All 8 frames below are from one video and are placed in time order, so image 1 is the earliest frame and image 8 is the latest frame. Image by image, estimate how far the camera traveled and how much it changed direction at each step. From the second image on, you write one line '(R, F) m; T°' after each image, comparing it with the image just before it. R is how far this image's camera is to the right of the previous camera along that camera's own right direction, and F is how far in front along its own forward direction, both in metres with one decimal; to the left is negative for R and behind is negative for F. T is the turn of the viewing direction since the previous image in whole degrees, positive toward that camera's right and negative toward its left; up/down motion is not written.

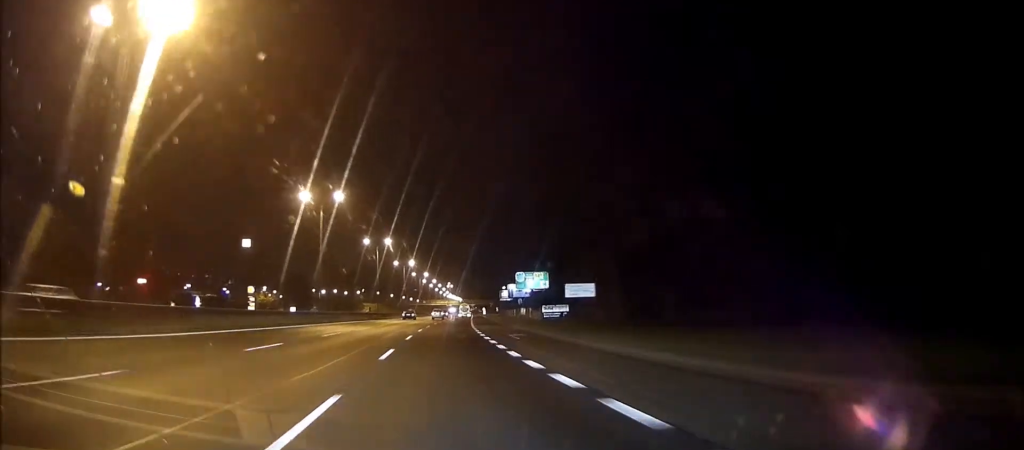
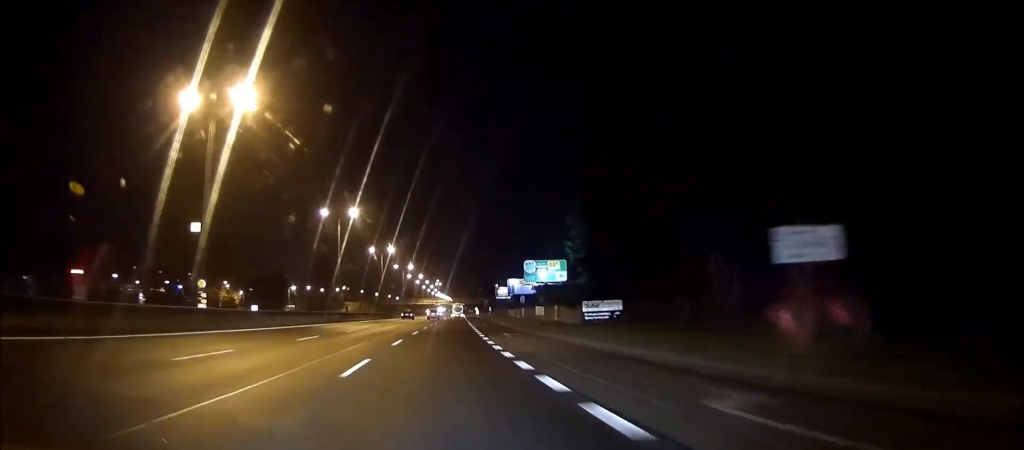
(+0.3, +28.1) m; +1°
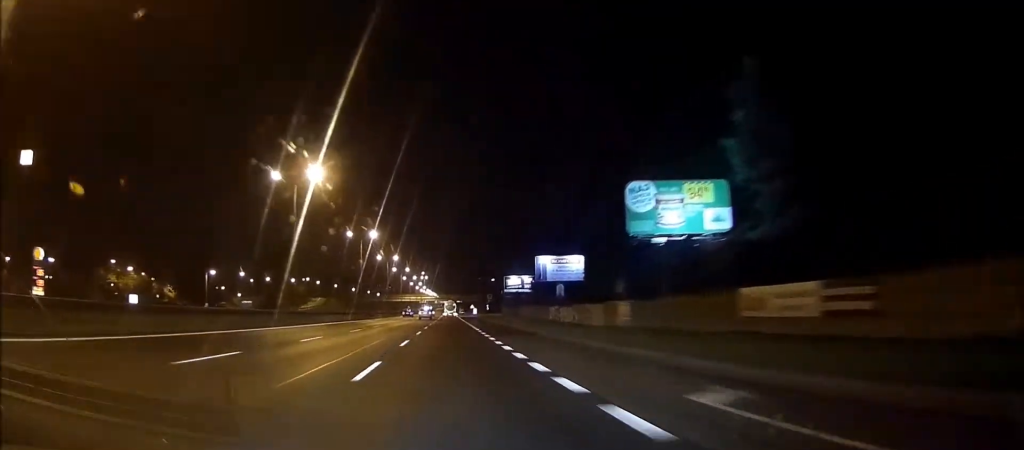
(-0.1, +58.9) m; 0°
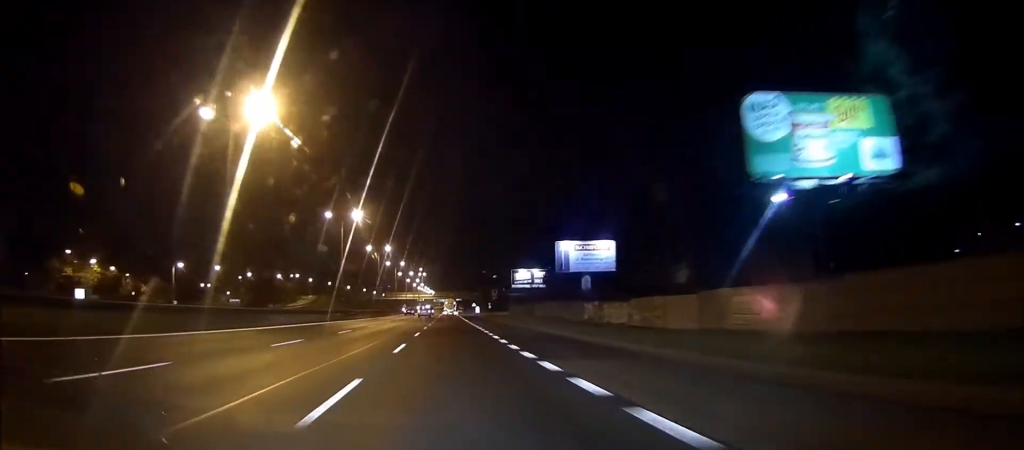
(0.0, +16.4) m; 0°
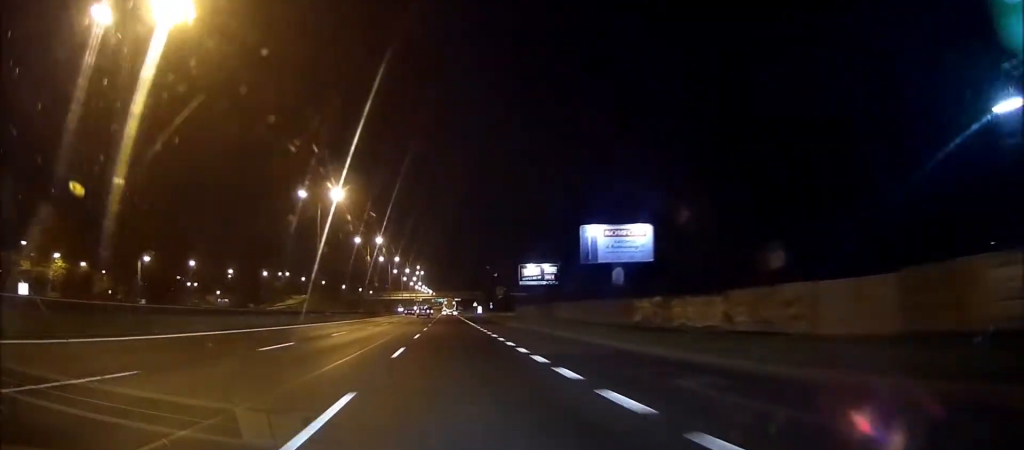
(0.0, +13.5) m; 0°
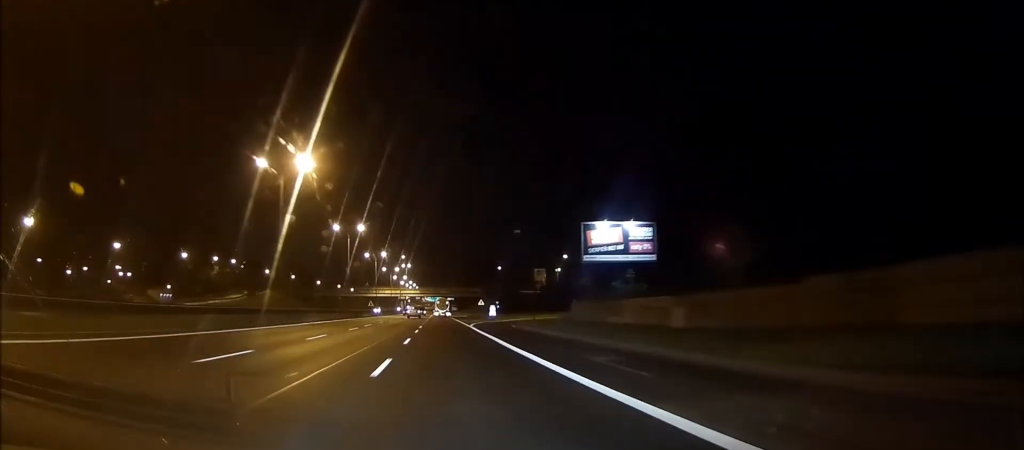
(-0.1, +52.1) m; -1°
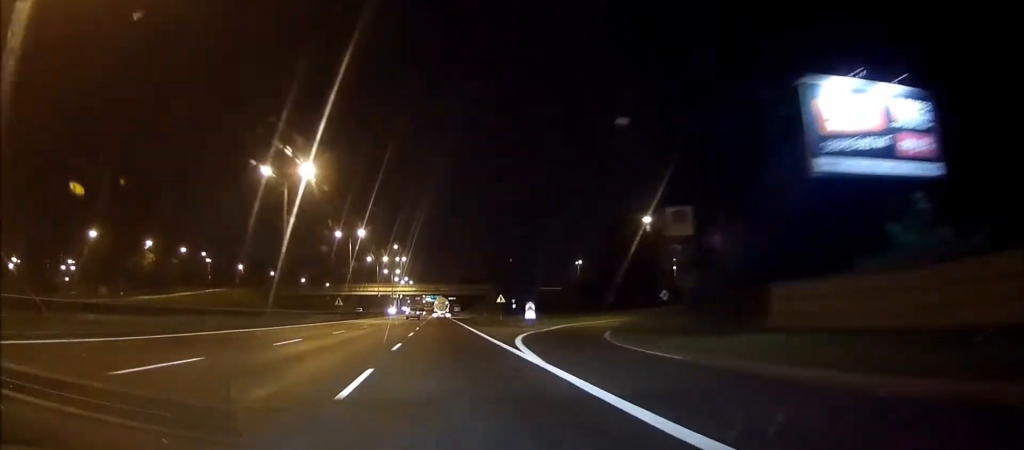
(-0.1, +35.4) m; 0°
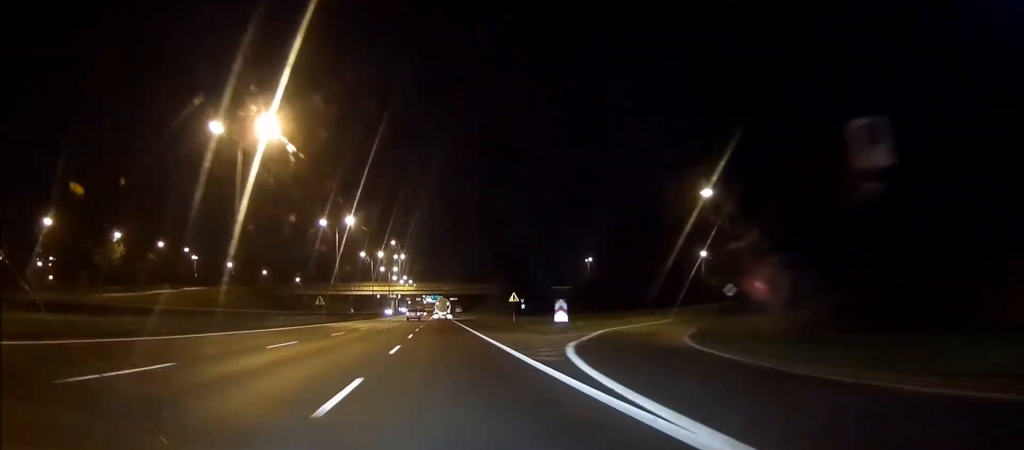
(0.0, +12.4) m; 0°
